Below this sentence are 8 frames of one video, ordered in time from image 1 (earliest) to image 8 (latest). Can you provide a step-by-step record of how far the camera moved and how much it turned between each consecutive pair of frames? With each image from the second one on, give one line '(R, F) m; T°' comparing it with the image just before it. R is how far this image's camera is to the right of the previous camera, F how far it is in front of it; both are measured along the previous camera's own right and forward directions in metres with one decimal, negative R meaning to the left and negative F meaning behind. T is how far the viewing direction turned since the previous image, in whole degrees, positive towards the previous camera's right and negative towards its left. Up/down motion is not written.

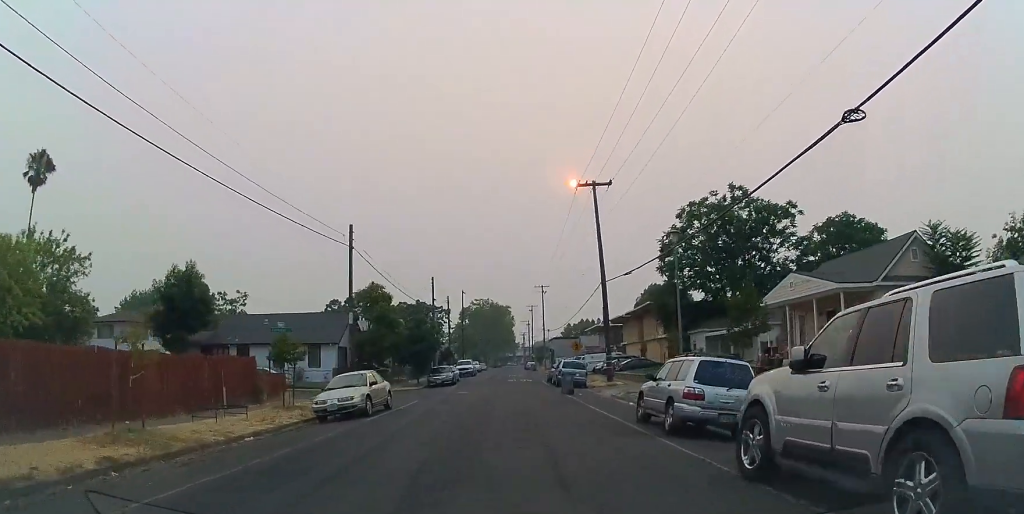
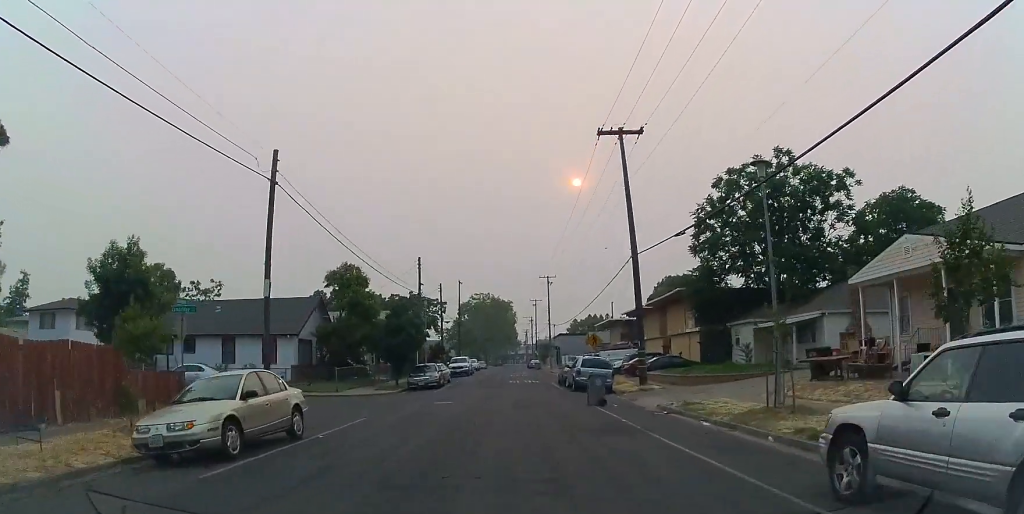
(0.0, +8.9) m; 0°
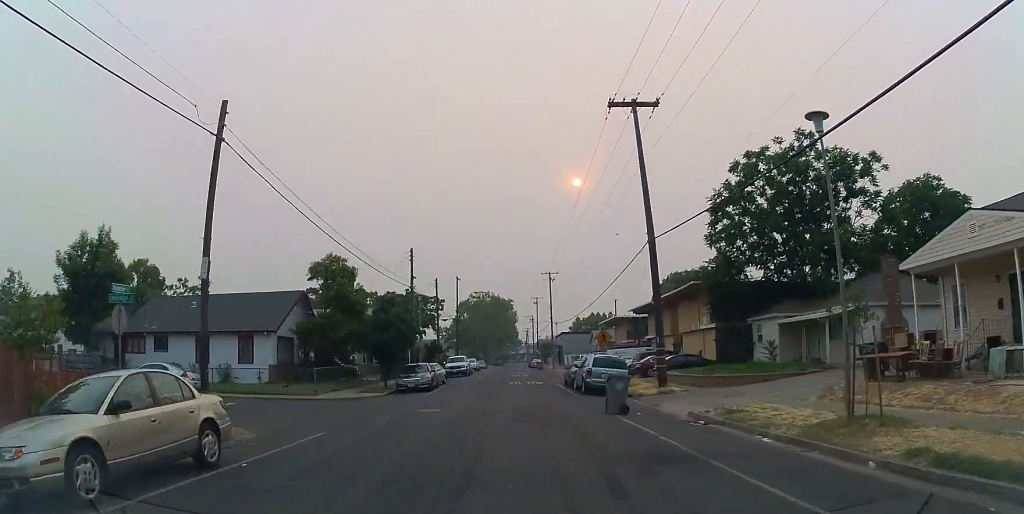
(0.0, +3.5) m; 0°
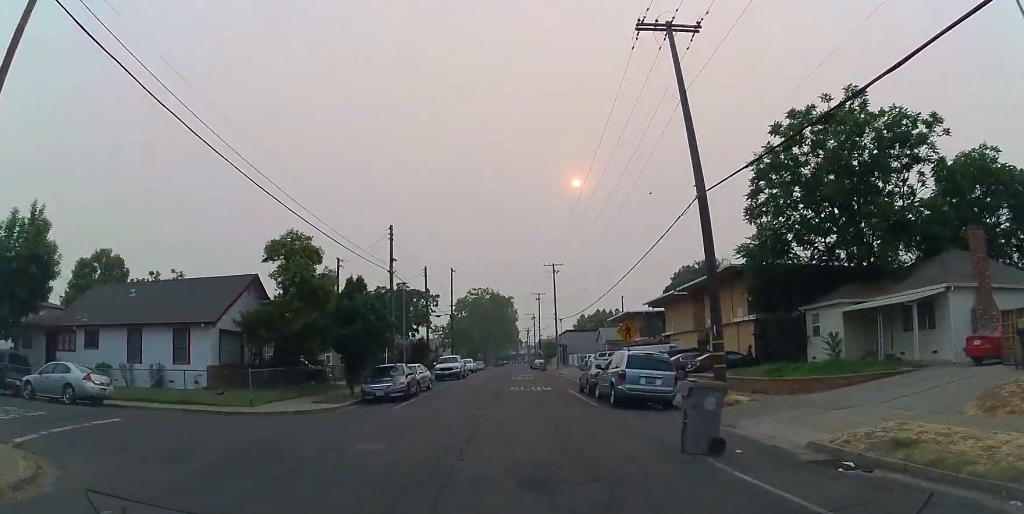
(0.0, +7.0) m; 0°
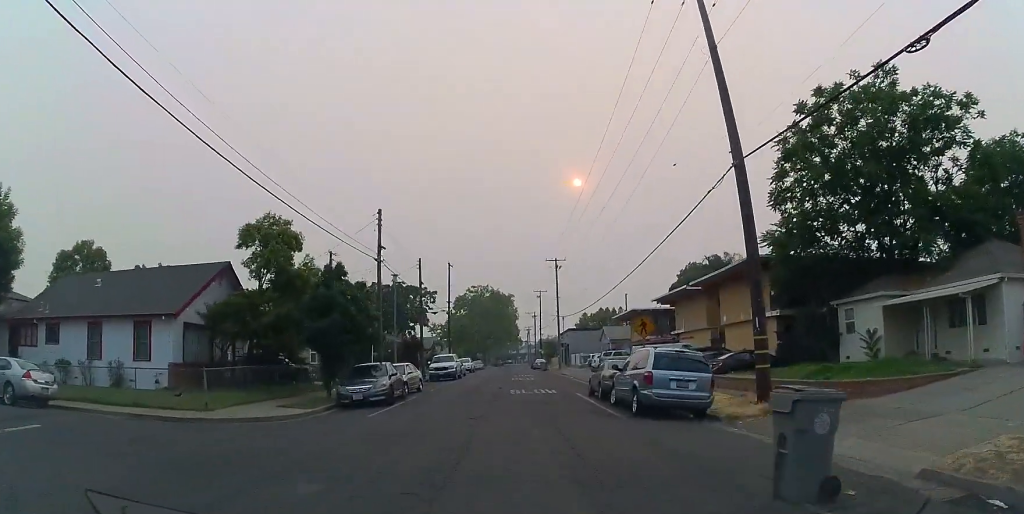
(0.0, +3.2) m; 0°
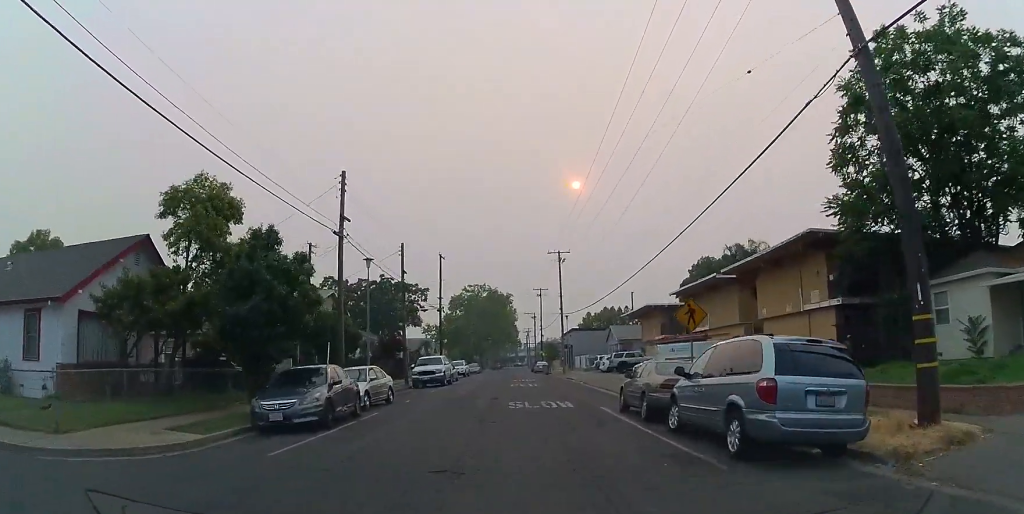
(0.0, +6.6) m; 0°
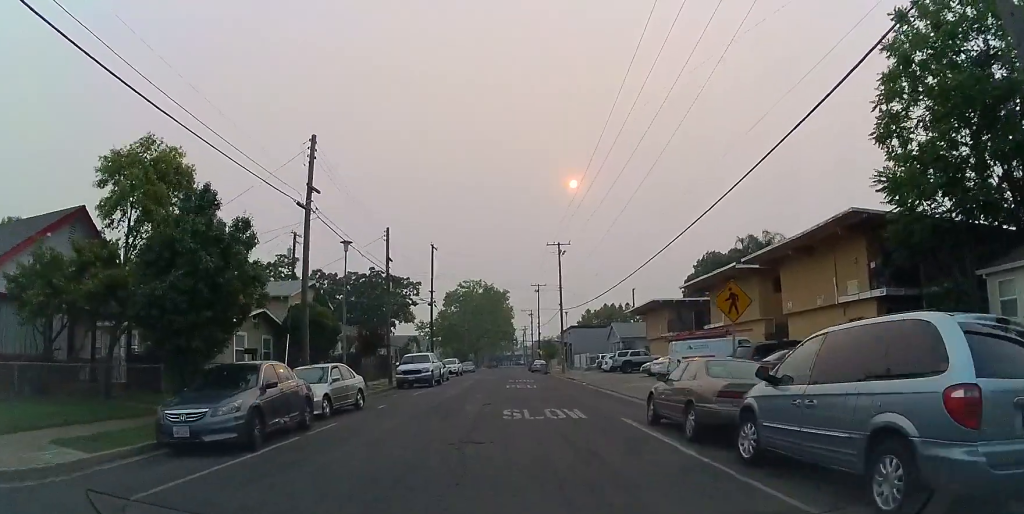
(0.0, +3.7) m; 0°
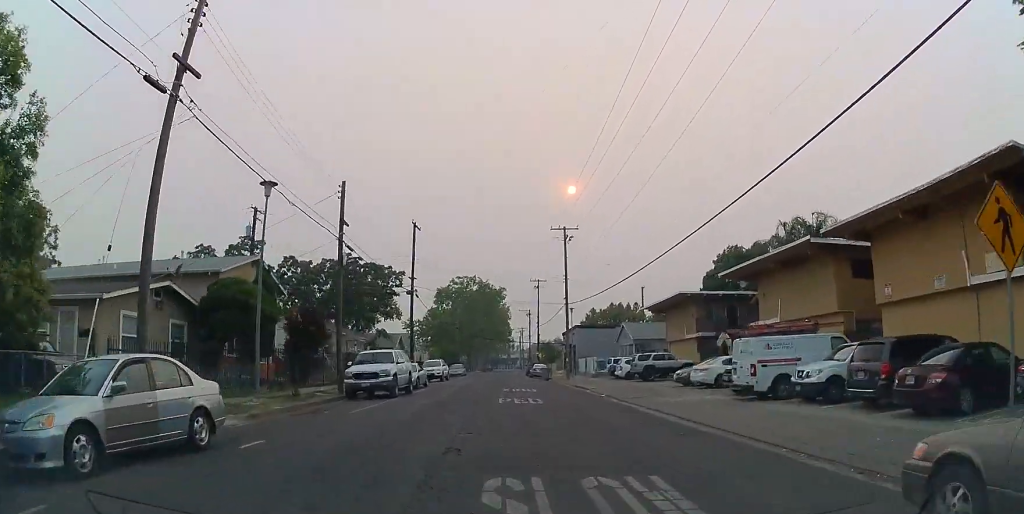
(0.0, +8.9) m; 0°
